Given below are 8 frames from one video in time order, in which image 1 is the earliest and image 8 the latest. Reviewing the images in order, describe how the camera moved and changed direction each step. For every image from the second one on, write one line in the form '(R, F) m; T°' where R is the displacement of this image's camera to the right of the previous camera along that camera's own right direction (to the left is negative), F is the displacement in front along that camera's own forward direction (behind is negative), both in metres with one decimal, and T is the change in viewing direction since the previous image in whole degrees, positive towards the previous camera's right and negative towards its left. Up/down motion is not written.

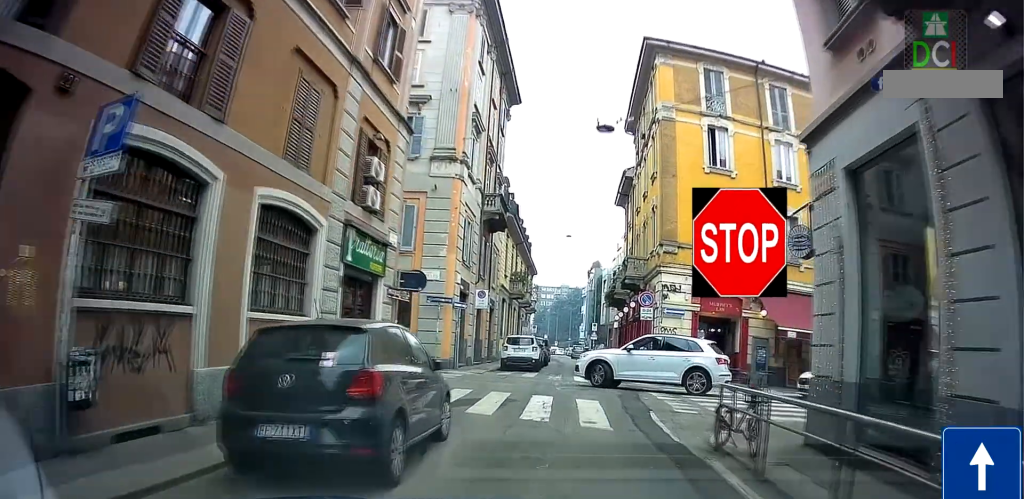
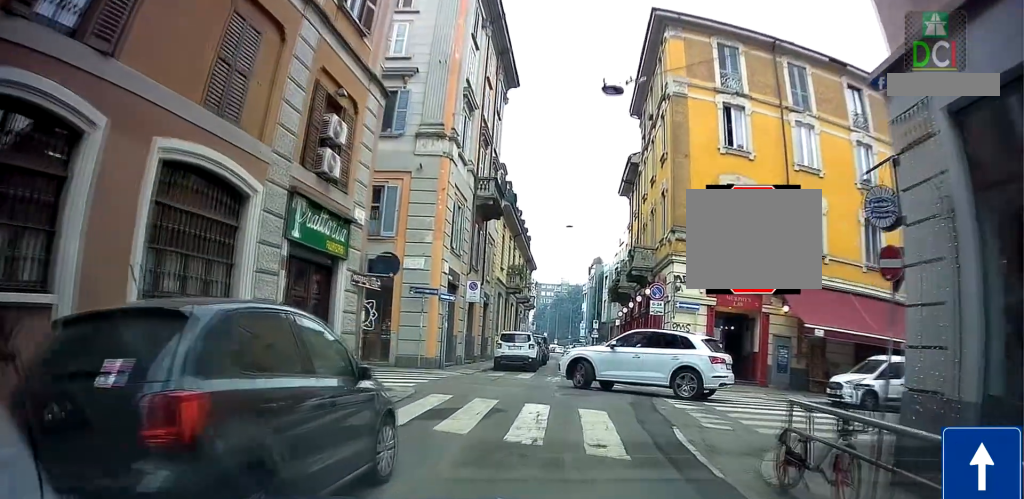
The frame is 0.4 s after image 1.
(-0.1, +3.3) m; -3°
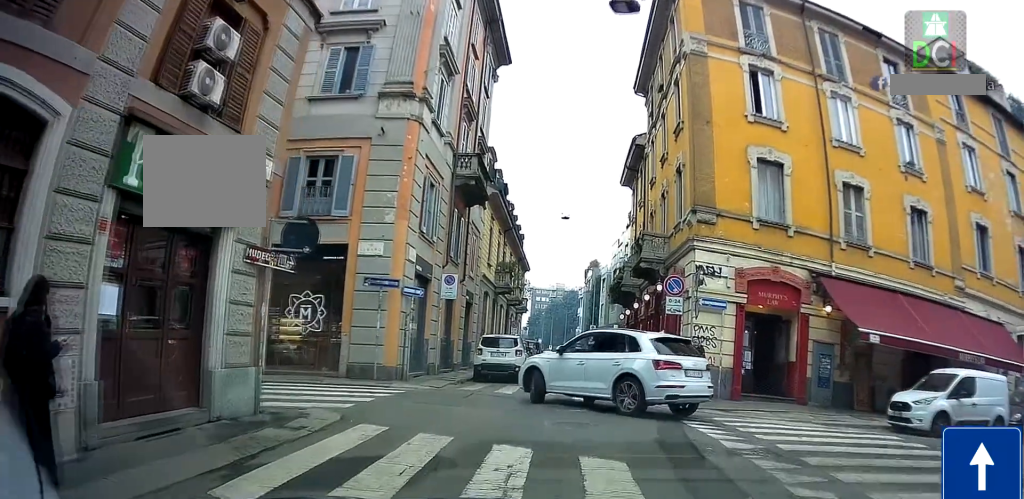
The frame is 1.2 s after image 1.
(-0.2, +3.3) m; +4°
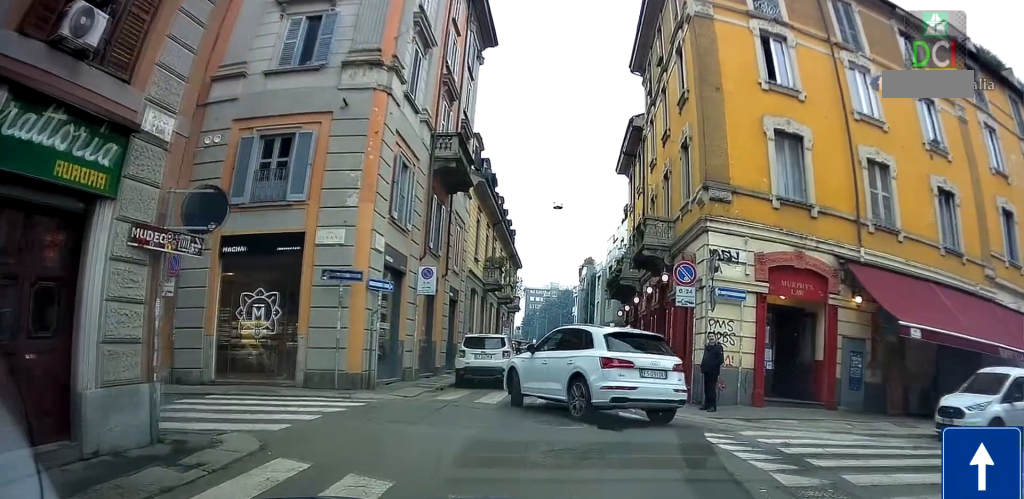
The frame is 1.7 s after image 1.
(-0.3, +1.6) m; +4°
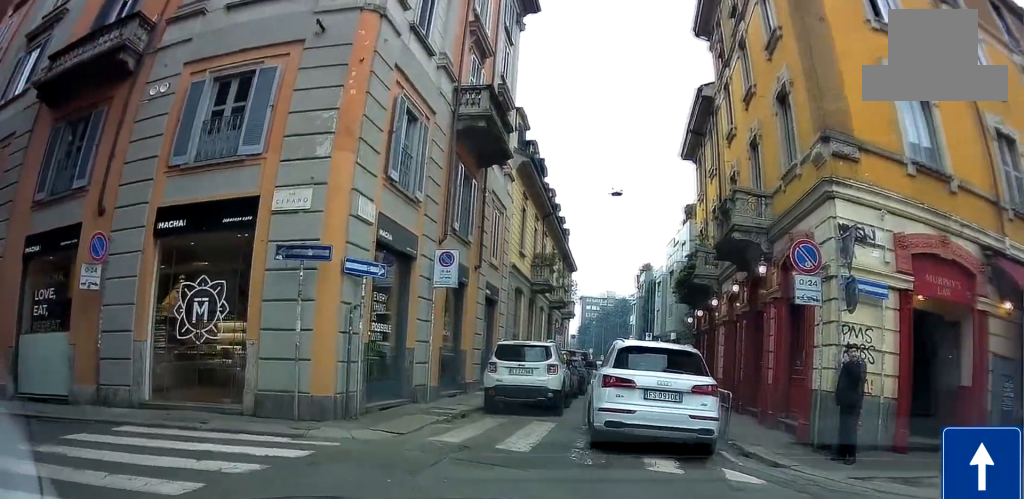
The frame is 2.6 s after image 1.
(+0.9, +3.9) m; +6°
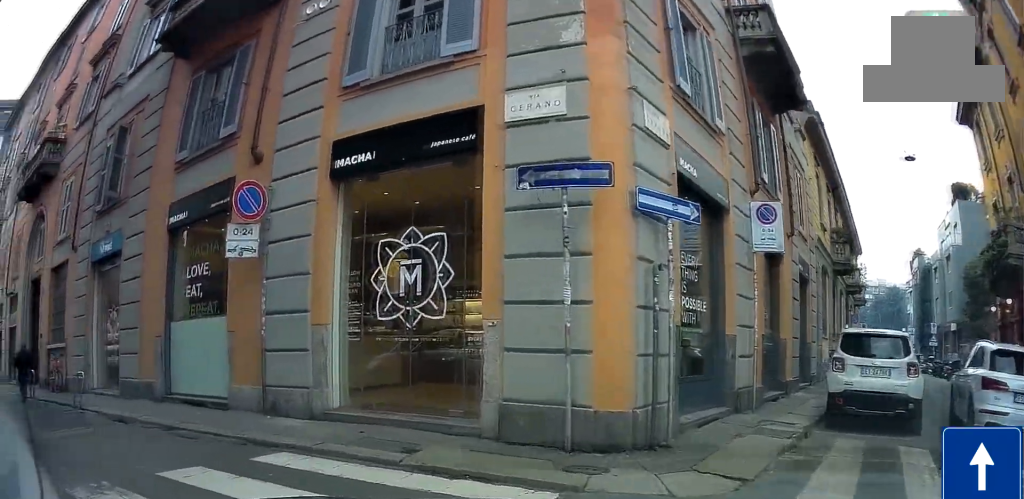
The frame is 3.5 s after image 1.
(-0.4, +4.5) m; -12°
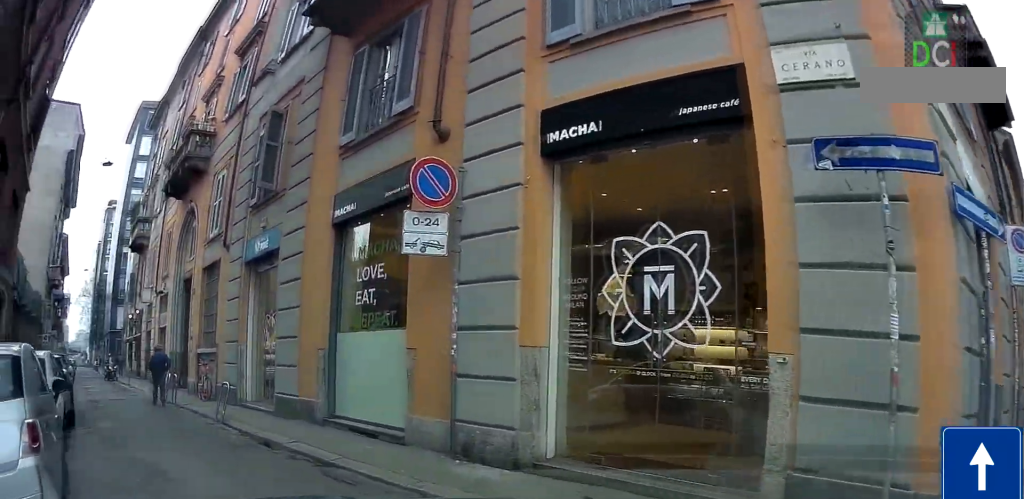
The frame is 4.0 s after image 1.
(-0.3, +1.9) m; -23°
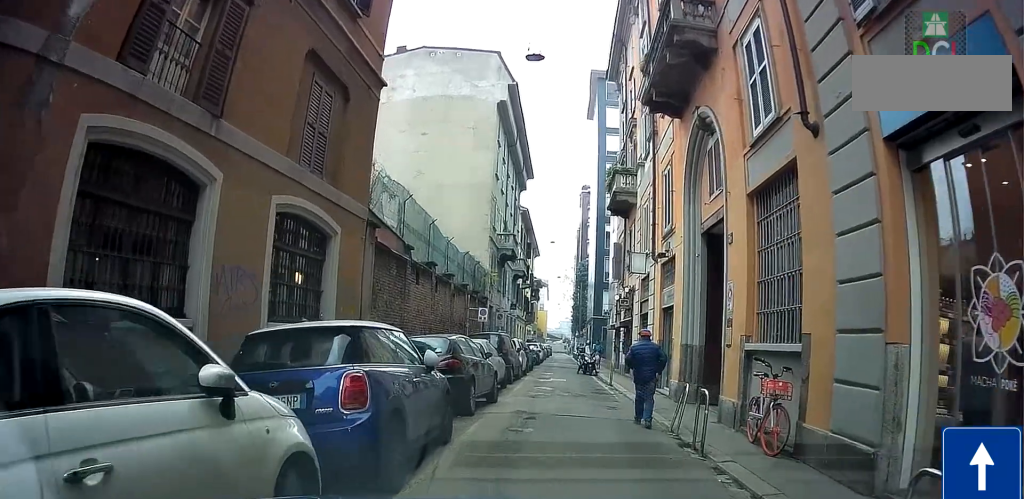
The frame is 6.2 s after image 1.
(-6.2, +4.4) m; -71°
